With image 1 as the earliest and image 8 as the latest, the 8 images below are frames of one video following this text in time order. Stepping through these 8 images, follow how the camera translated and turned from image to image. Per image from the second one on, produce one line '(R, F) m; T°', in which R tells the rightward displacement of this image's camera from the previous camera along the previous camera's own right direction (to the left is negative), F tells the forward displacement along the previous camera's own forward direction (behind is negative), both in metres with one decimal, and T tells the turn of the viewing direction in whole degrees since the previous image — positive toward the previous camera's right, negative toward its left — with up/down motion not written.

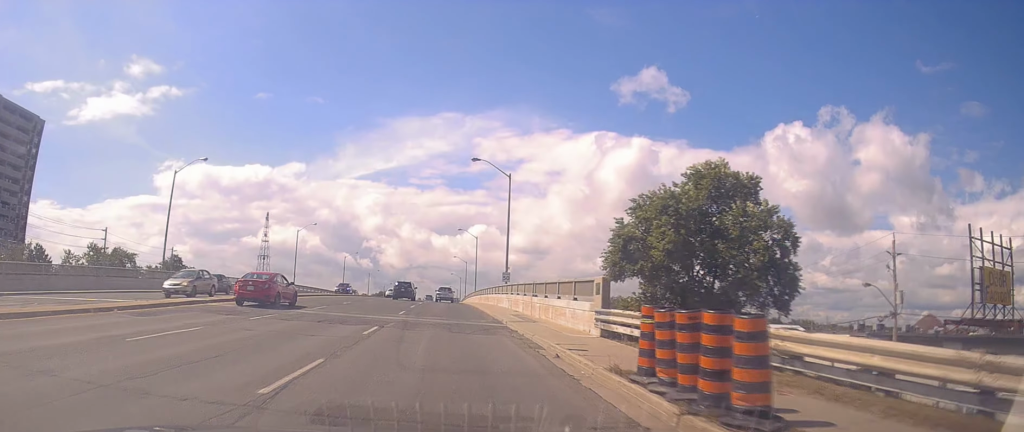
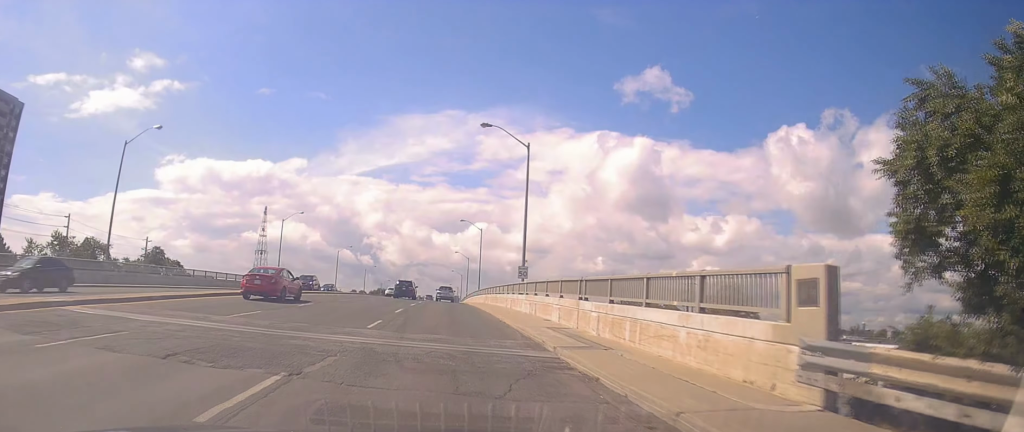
(+0.8, +9.7) m; +1°
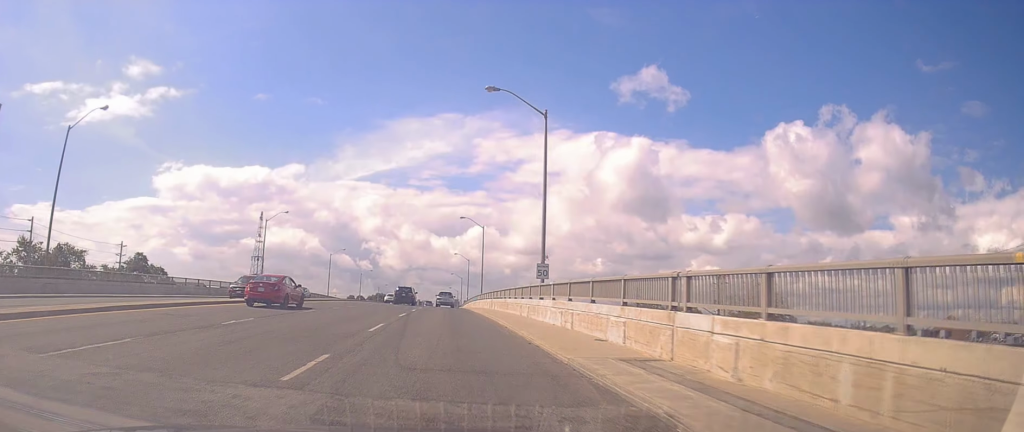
(-0.2, +7.7) m; -1°
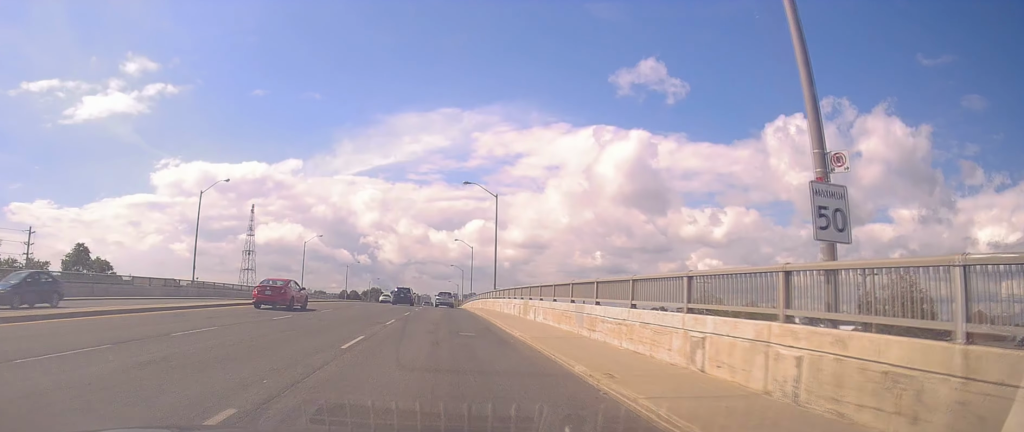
(-0.4, +22.3) m; +1°
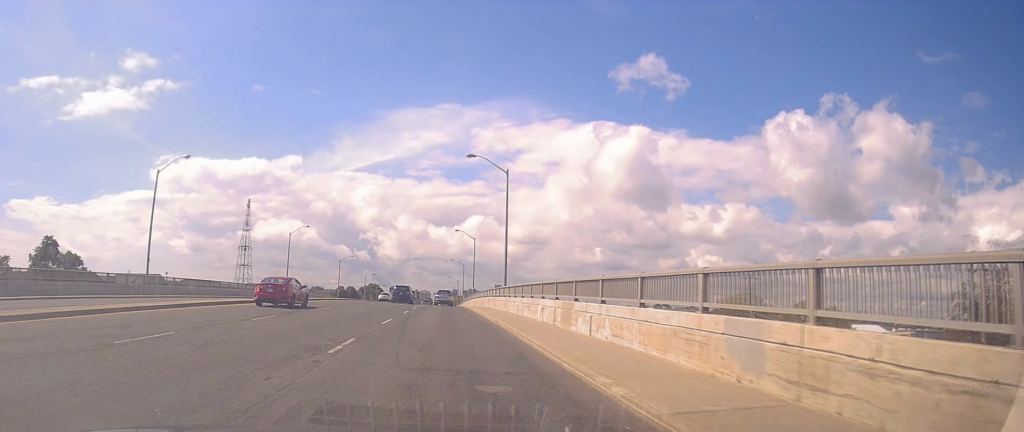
(+0.2, +10.0) m; 0°
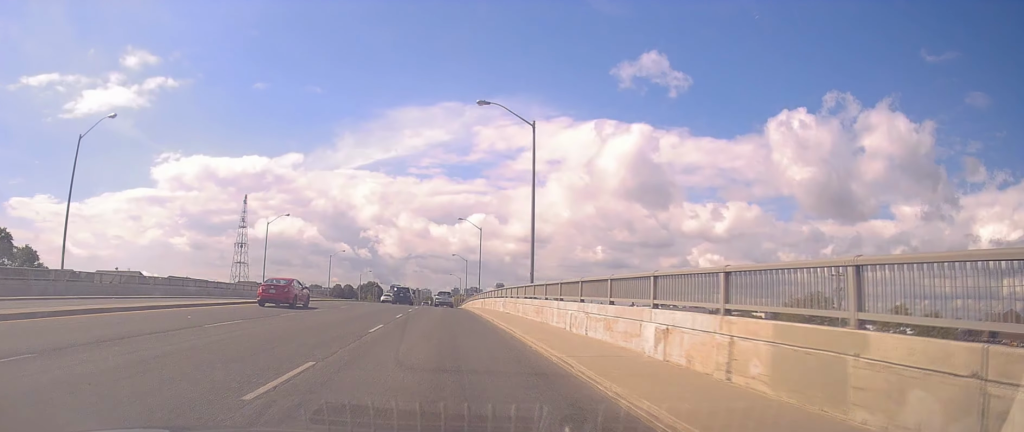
(+0.1, +13.0) m; -1°
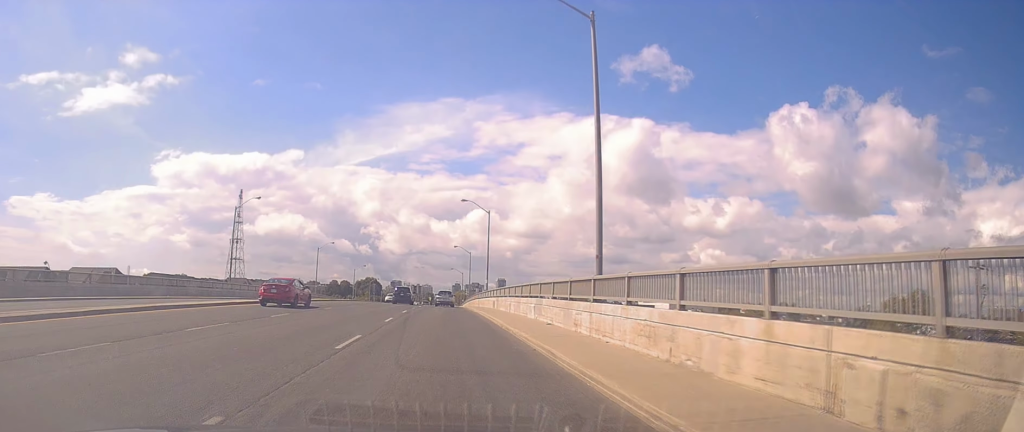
(-0.3, +13.2) m; -2°
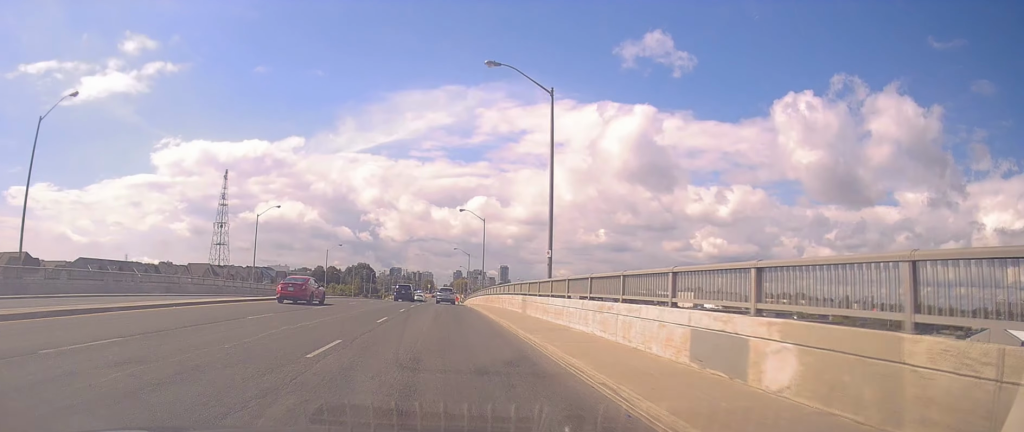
(-0.1, +37.8) m; -1°
